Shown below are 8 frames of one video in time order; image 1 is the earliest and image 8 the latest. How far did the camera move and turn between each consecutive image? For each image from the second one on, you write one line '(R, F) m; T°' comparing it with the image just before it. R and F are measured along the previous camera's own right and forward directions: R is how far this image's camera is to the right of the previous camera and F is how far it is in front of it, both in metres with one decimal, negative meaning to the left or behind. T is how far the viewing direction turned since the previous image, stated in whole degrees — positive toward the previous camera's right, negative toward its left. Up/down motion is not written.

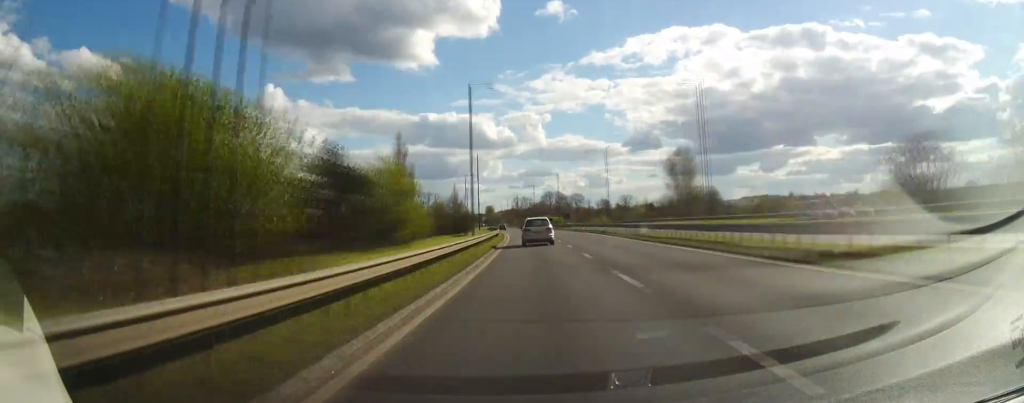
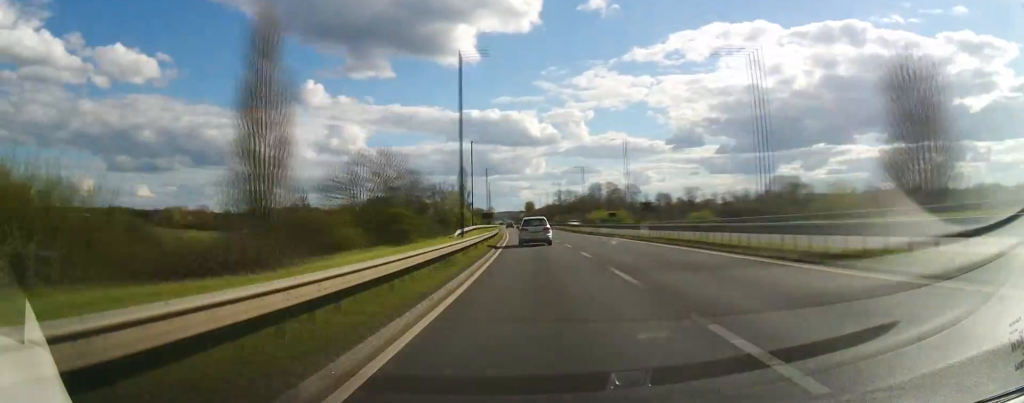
(-0.9, +69.8) m; -2°
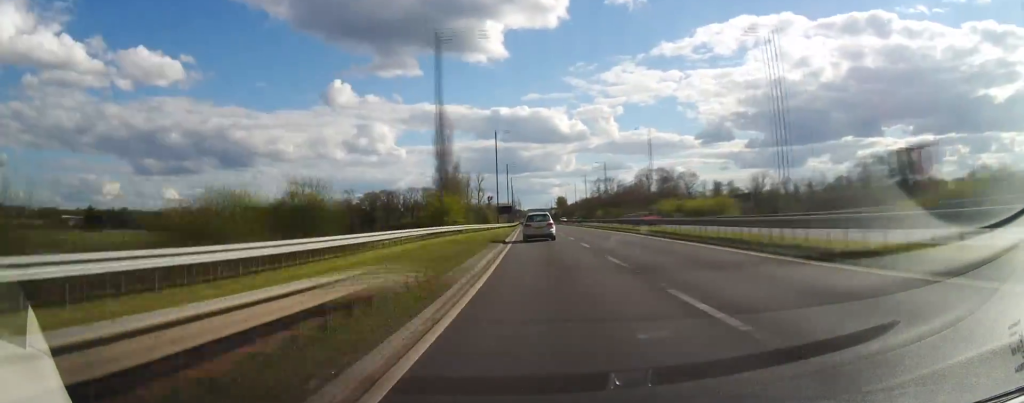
(-1.6, +56.6) m; -1°
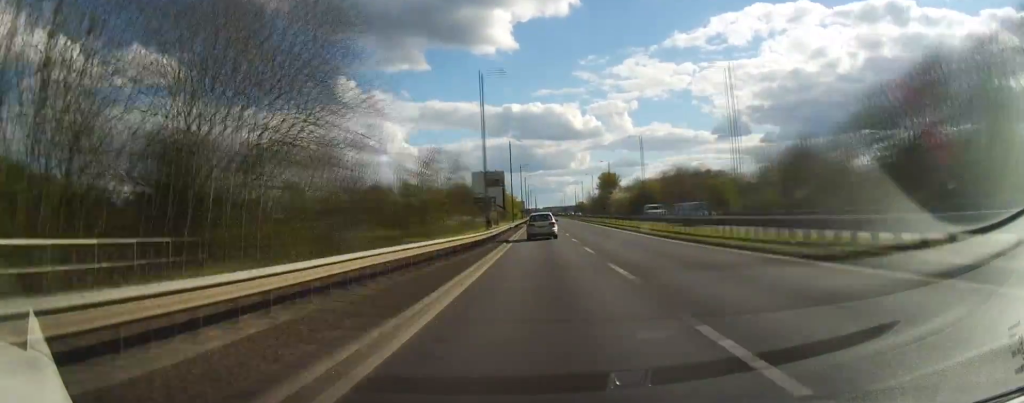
(-13.8, +317.2) m; -4°
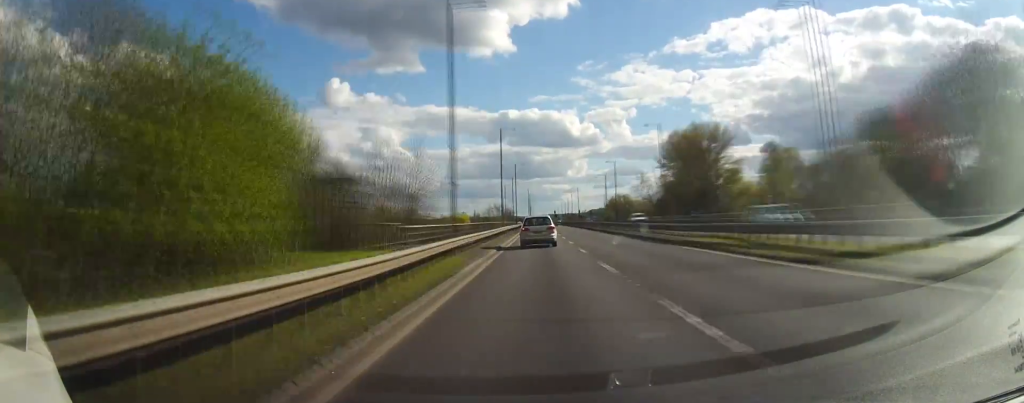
(+3.5, +195.5) m; +1°
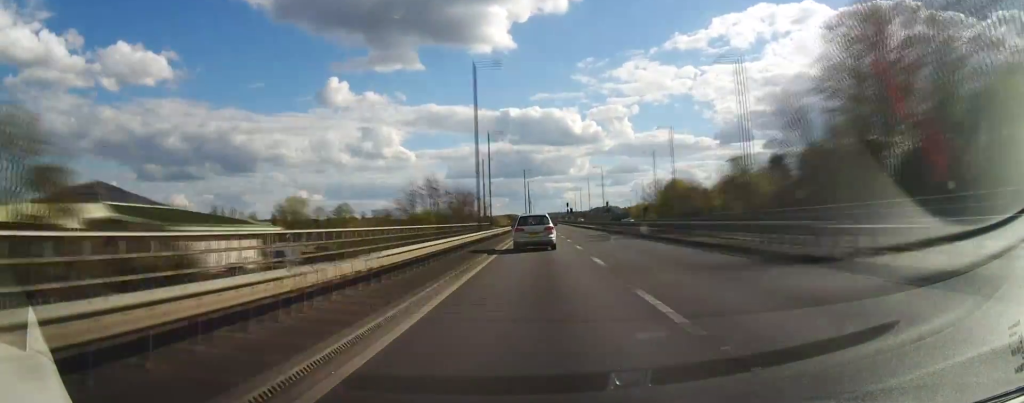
(+0.5, +97.8) m; 0°
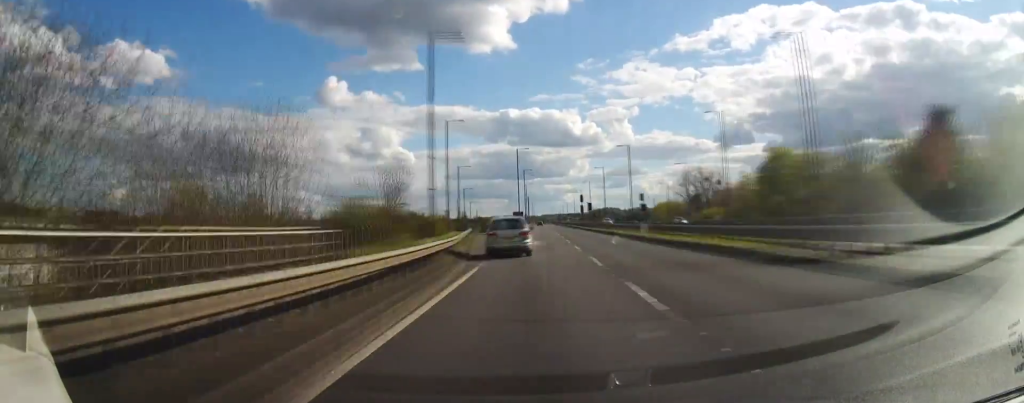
(-0.1, +54.3) m; 0°
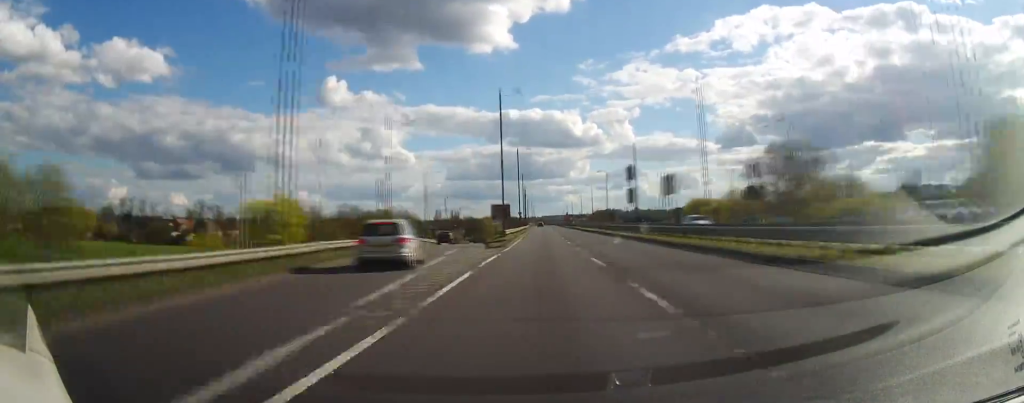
(0.0, +54.1) m; 0°
